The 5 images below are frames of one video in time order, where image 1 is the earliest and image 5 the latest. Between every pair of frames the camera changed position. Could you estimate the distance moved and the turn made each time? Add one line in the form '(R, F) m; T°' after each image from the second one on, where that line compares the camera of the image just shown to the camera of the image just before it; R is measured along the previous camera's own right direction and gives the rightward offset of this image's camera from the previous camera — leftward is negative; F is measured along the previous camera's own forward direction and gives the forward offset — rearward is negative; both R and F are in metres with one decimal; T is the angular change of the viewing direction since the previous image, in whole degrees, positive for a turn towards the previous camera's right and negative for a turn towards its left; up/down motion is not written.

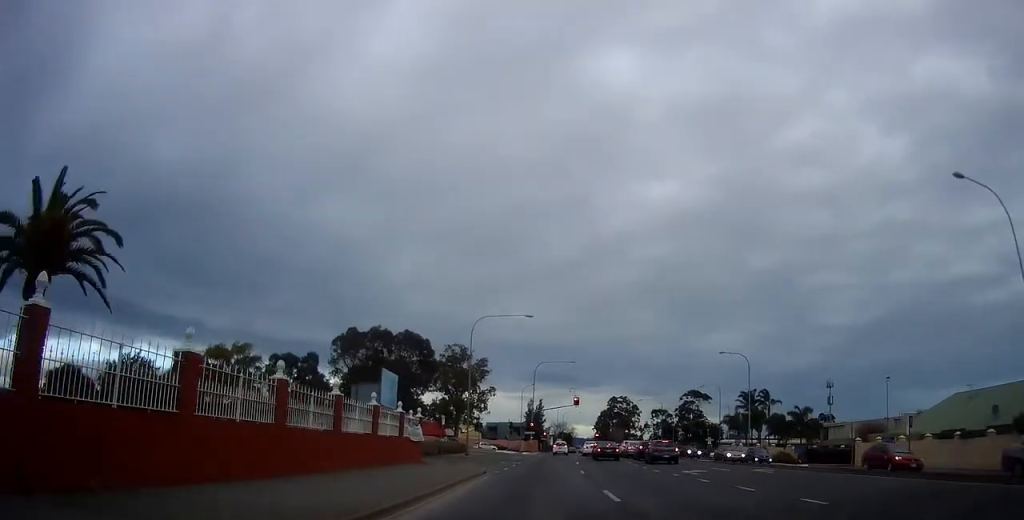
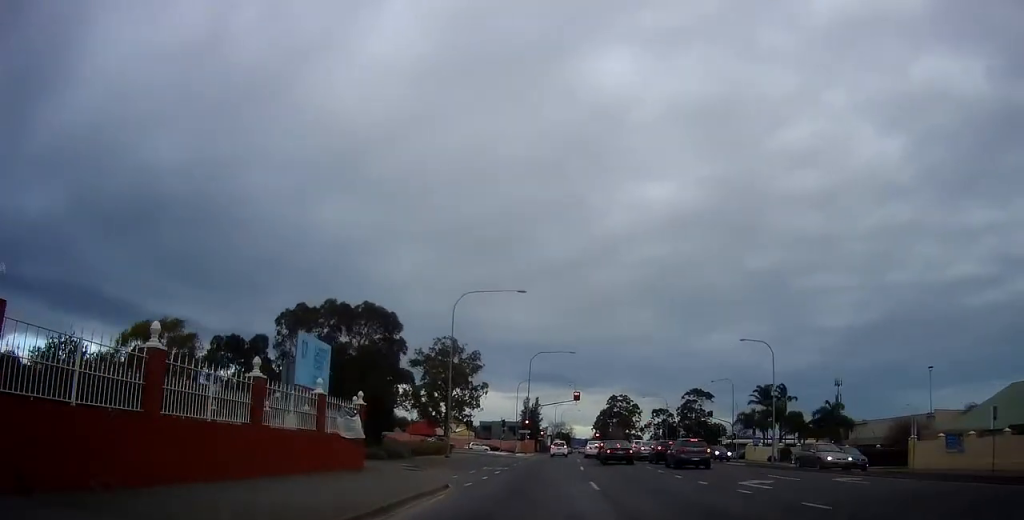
(+0.2, +8.5) m; +2°
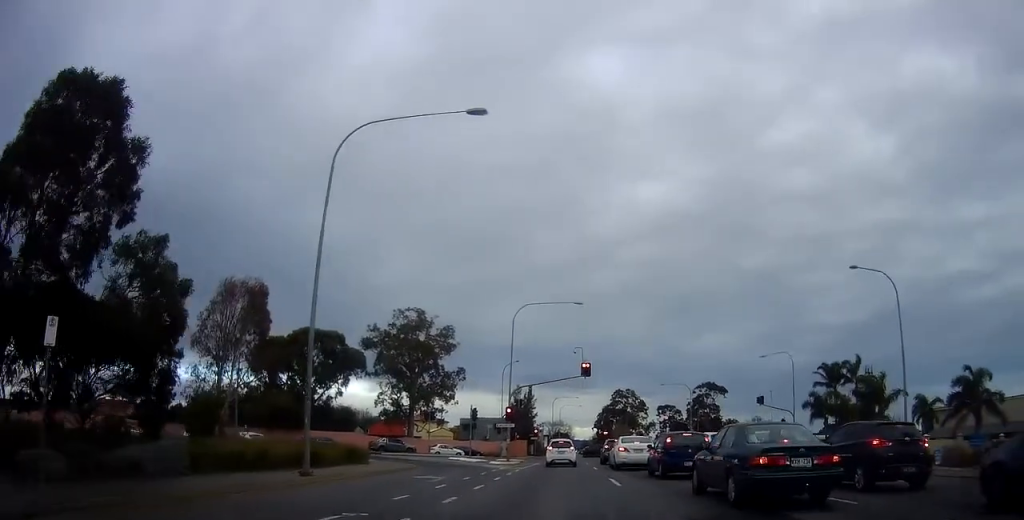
(-0.2, +26.1) m; -2°
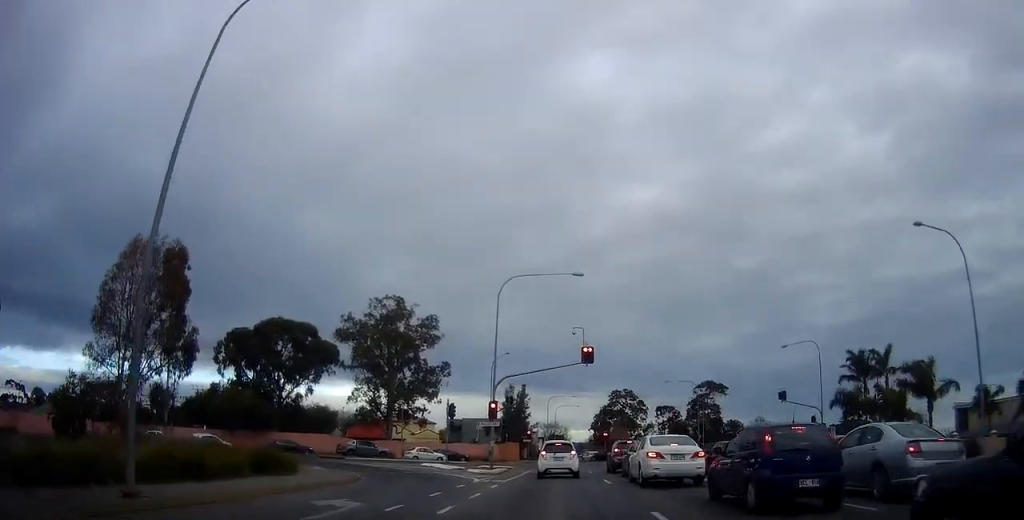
(+0.4, +9.3) m; +2°
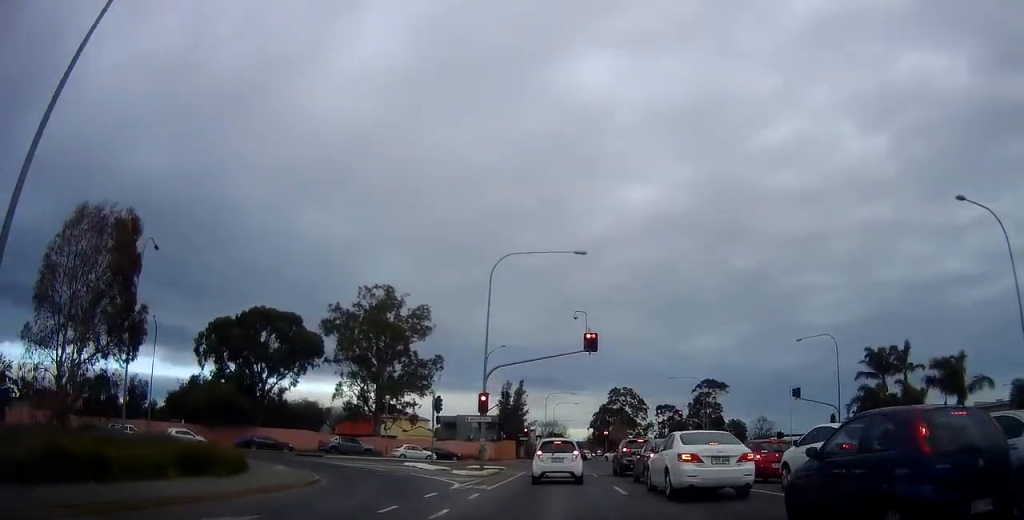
(0.0, +4.8) m; +2°
